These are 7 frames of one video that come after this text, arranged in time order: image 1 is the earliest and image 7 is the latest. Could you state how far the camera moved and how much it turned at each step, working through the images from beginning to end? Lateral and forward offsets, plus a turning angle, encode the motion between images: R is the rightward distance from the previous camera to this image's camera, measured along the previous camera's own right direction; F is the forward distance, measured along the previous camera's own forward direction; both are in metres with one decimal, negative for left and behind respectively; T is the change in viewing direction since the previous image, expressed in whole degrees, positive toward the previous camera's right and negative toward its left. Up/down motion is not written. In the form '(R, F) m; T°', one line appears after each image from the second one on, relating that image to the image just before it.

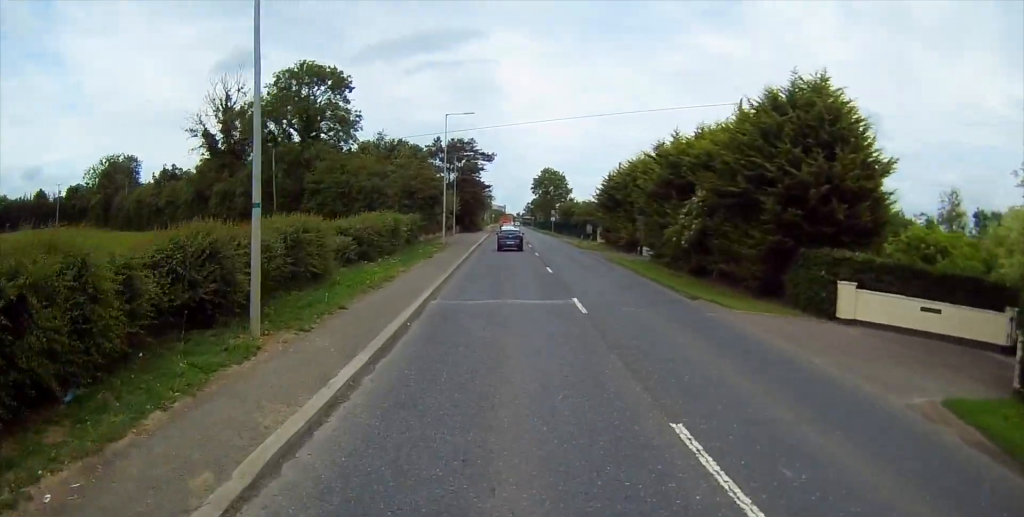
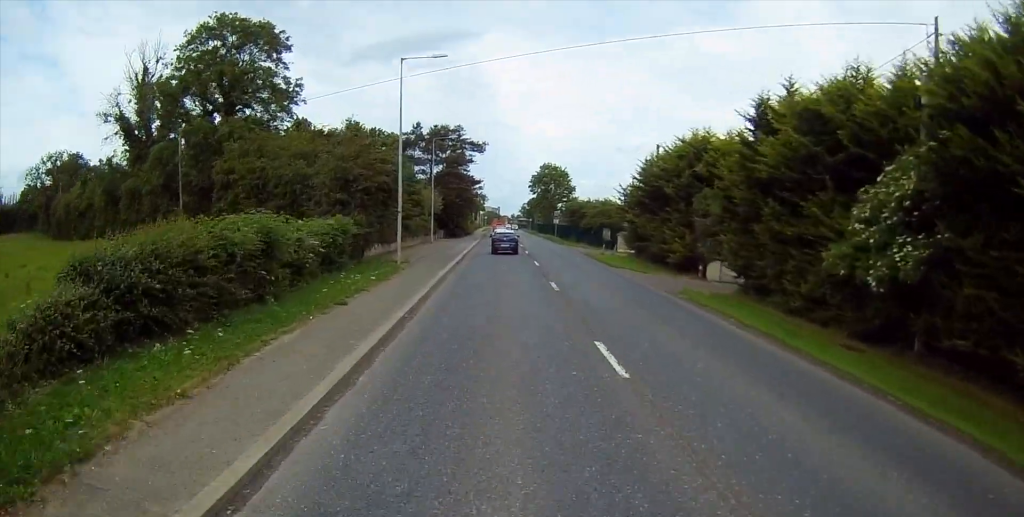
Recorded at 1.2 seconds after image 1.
(+0.2, +18.7) m; +1°
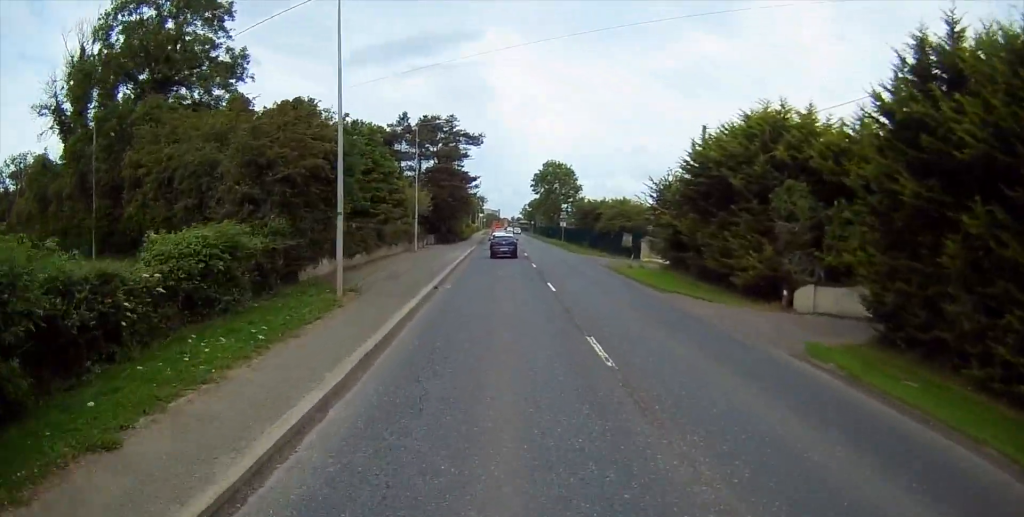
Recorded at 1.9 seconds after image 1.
(+0.1, +11.3) m; 0°
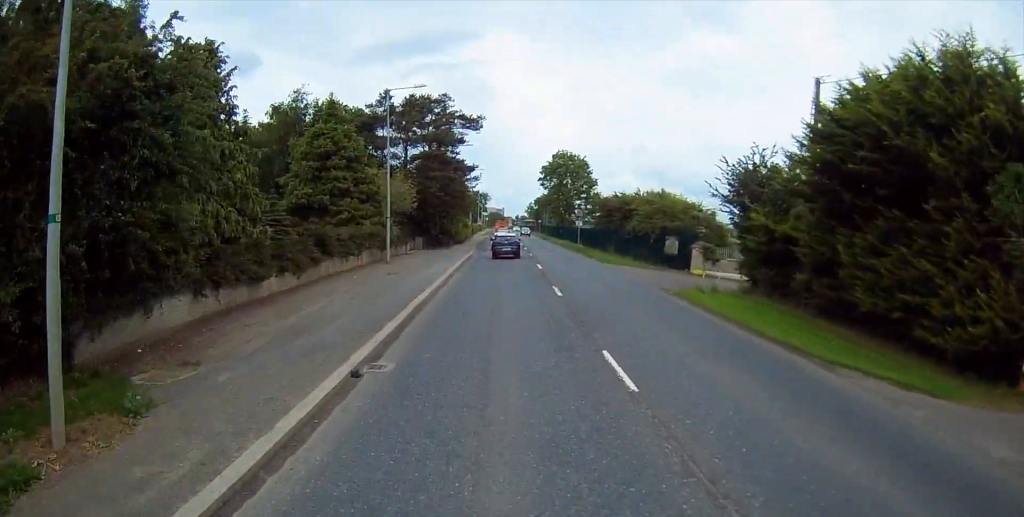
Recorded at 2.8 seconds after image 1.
(-0.1, +13.7) m; -1°
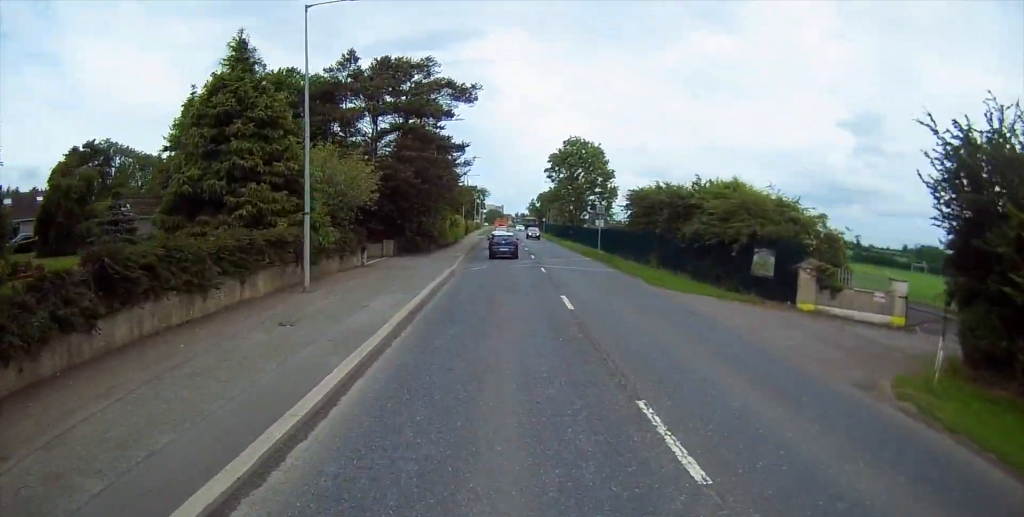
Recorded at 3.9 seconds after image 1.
(-0.2, +15.6) m; 0°
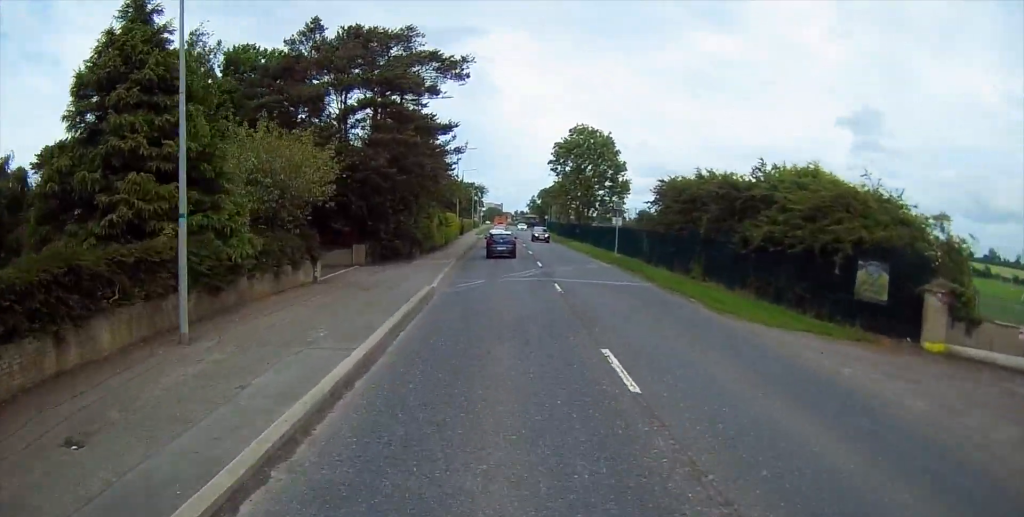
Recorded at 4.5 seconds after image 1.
(-0.1, +9.0) m; +1°
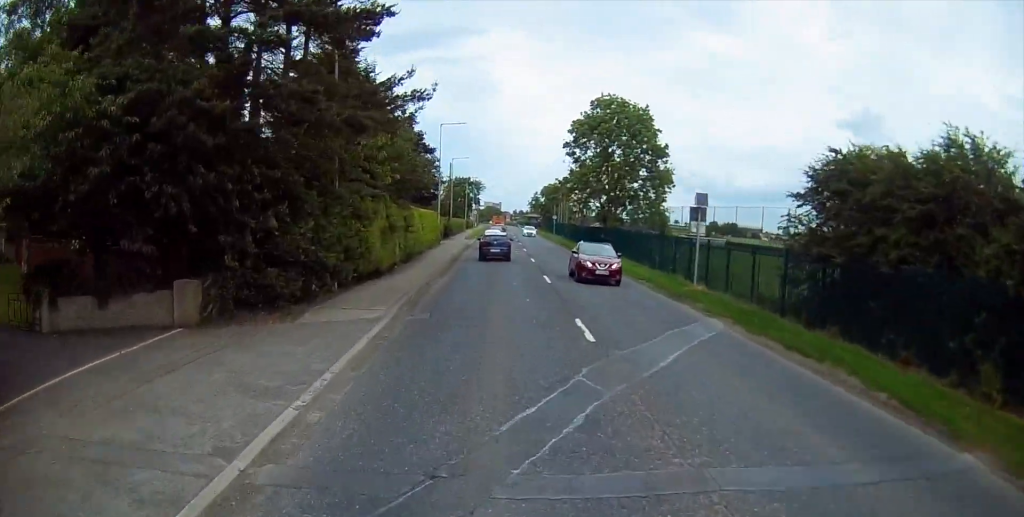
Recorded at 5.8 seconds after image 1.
(+0.4, +19.9) m; +1°
